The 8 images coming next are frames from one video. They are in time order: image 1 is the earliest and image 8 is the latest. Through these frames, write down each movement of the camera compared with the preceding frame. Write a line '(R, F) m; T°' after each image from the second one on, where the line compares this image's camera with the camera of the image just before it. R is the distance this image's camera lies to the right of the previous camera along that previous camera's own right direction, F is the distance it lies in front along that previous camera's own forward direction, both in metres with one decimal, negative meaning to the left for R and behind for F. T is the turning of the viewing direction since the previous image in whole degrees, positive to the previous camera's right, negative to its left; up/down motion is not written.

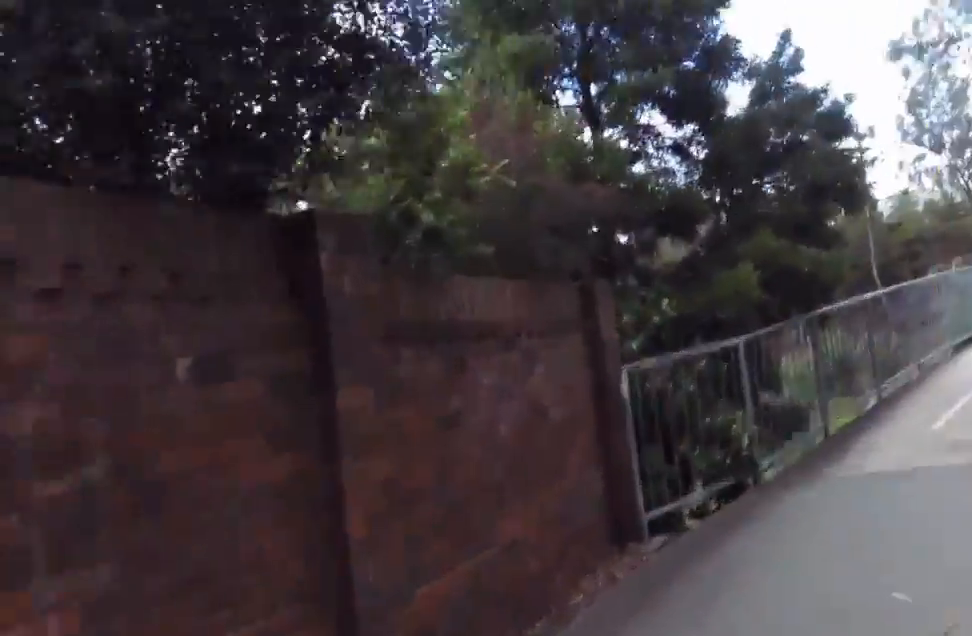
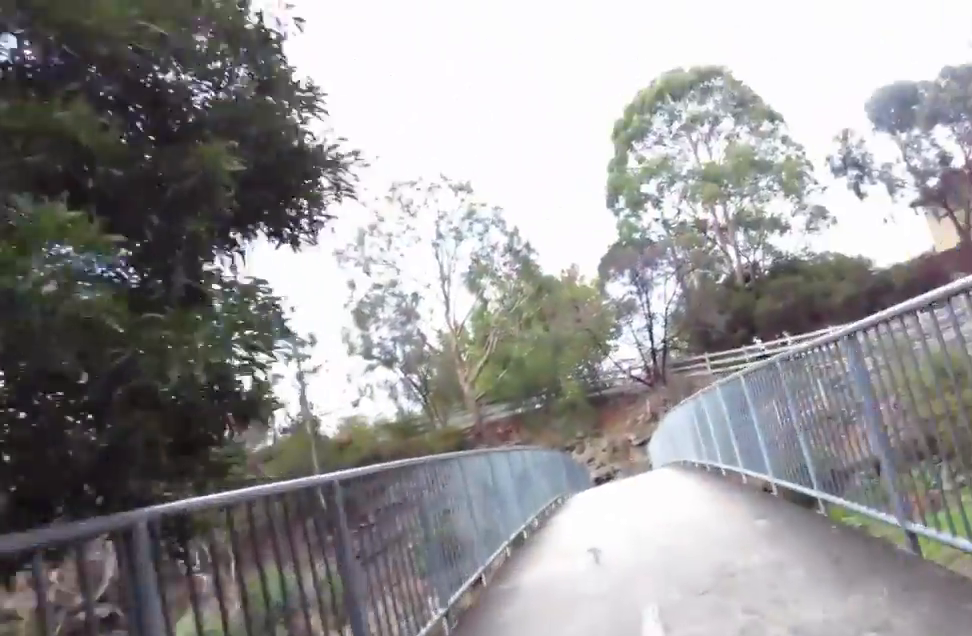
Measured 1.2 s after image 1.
(+1.8, +5.5) m; +28°
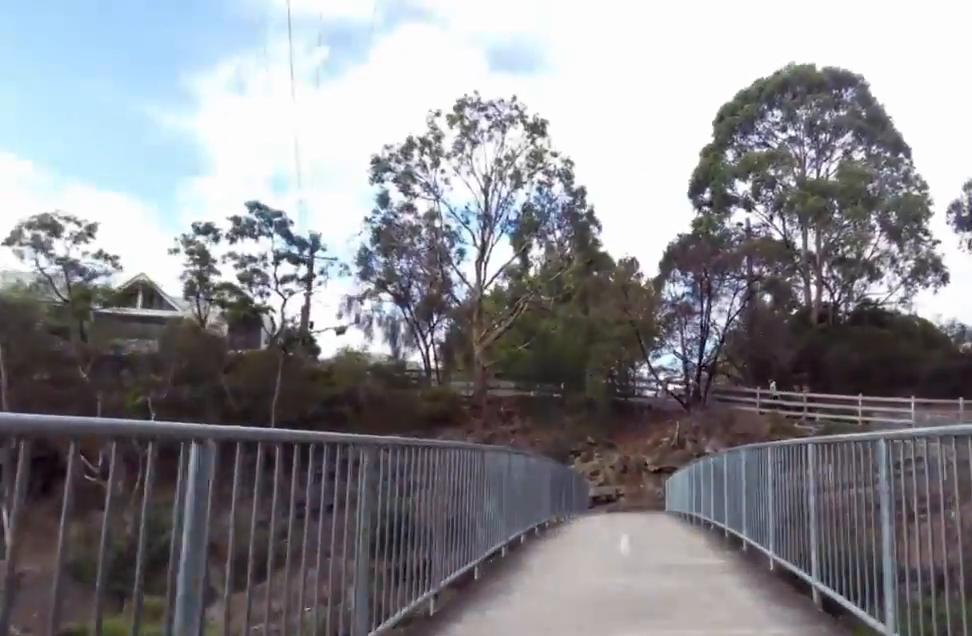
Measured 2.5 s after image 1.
(+1.2, +6.3) m; +17°
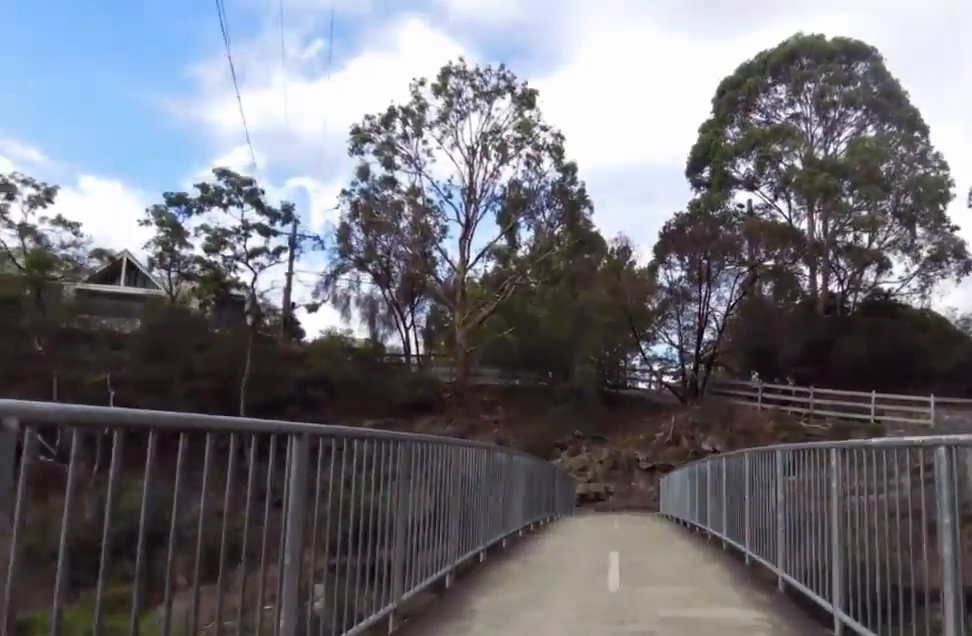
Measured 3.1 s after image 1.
(0.0, +2.4) m; +6°
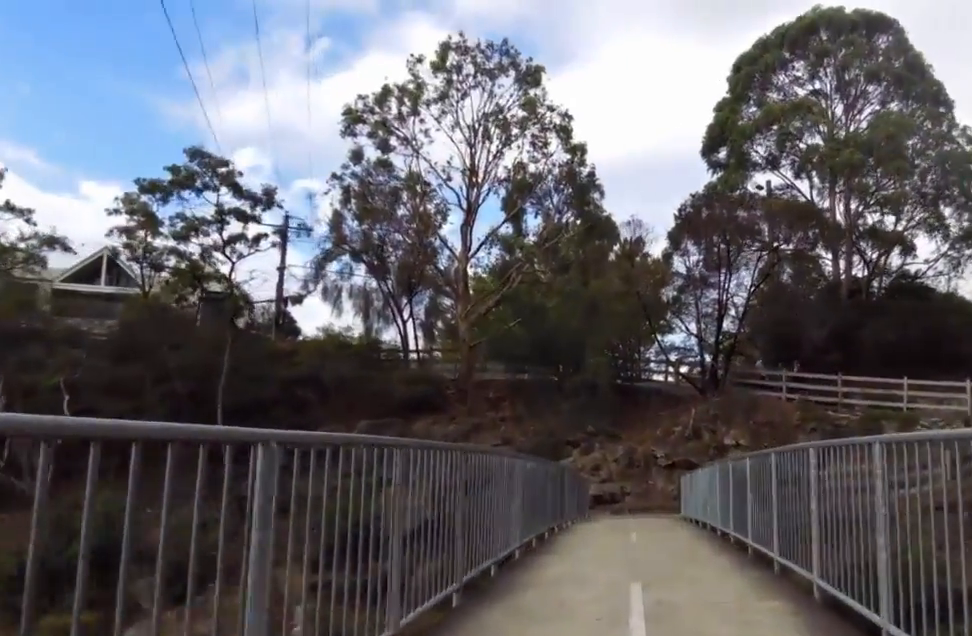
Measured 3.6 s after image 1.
(+0.2, +1.9) m; +8°
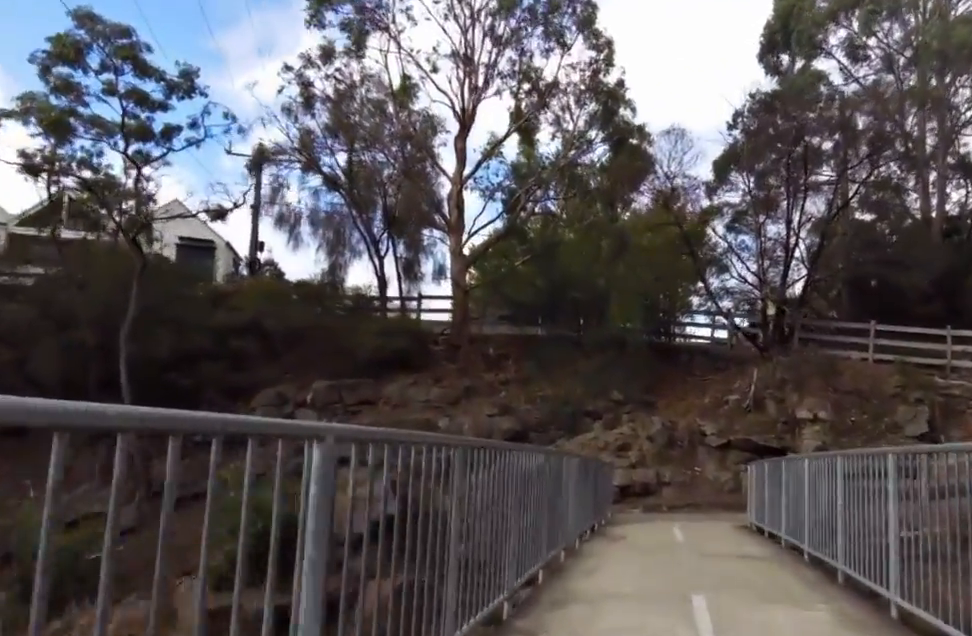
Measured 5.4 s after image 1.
(+0.5, +6.6) m; -6°
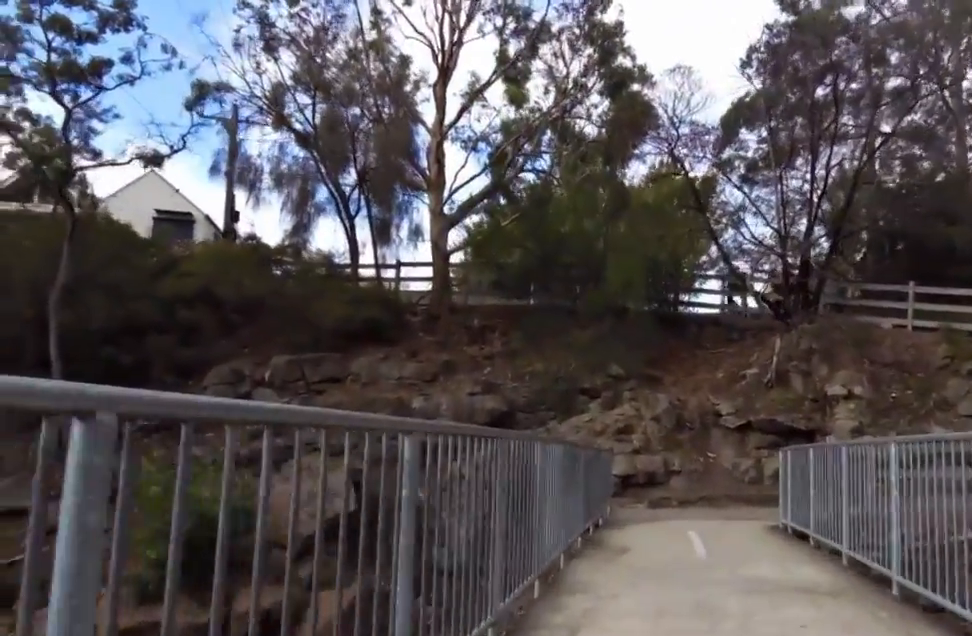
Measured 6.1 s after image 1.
(-0.3, +2.7) m; -11°
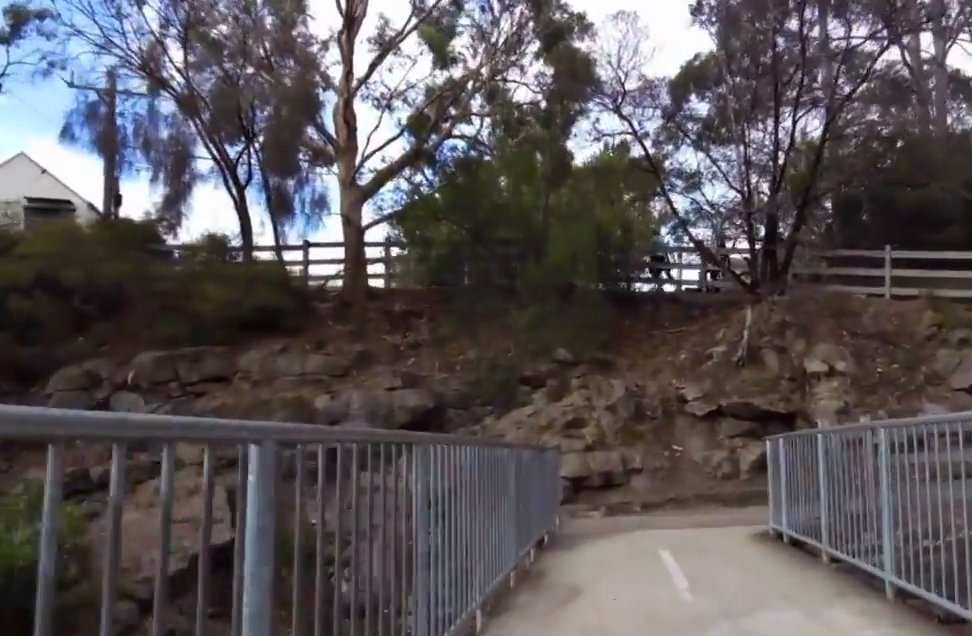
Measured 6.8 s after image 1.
(-0.3, +2.2) m; -5°
